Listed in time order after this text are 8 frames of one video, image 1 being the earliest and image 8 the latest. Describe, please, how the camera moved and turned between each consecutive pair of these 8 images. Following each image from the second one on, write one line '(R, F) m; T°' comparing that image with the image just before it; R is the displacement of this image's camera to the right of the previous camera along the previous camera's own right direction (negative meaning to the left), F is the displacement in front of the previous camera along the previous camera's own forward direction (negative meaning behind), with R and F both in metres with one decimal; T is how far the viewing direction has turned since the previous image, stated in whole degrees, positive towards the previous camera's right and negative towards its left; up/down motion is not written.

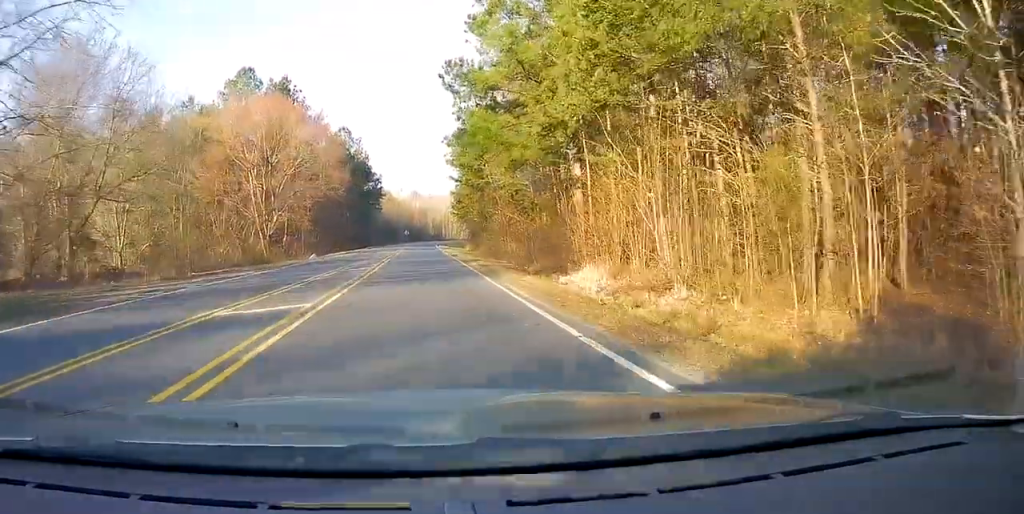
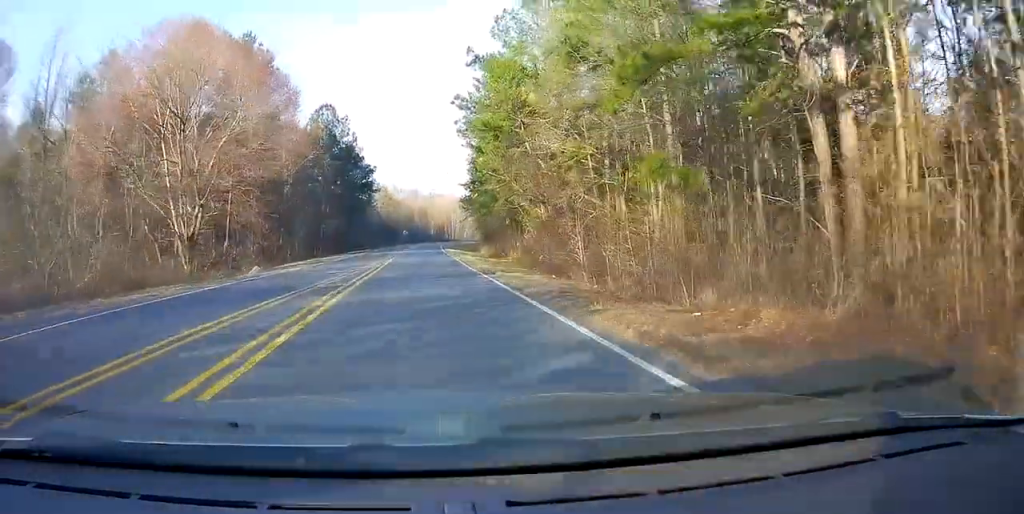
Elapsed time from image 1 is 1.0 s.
(-0.4, +18.6) m; 0°
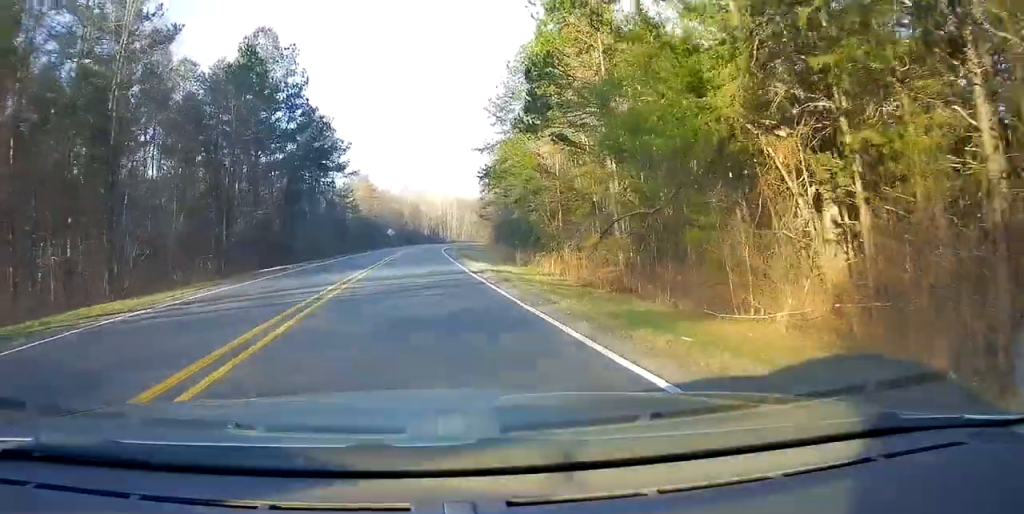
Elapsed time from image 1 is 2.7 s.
(+0.1, +30.5) m; 0°
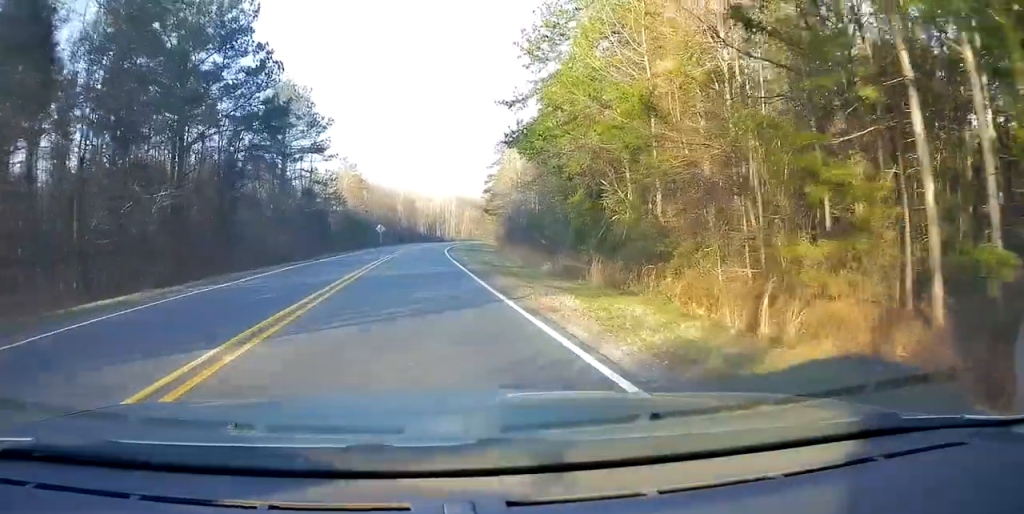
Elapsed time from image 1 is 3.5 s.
(+0.1, +15.9) m; +1°
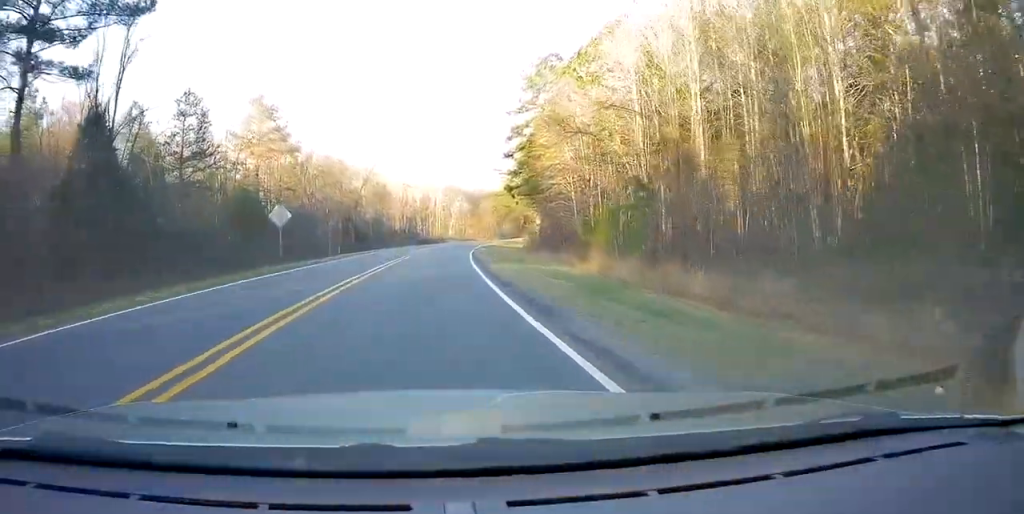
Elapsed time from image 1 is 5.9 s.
(+1.4, +50.0) m; +4°
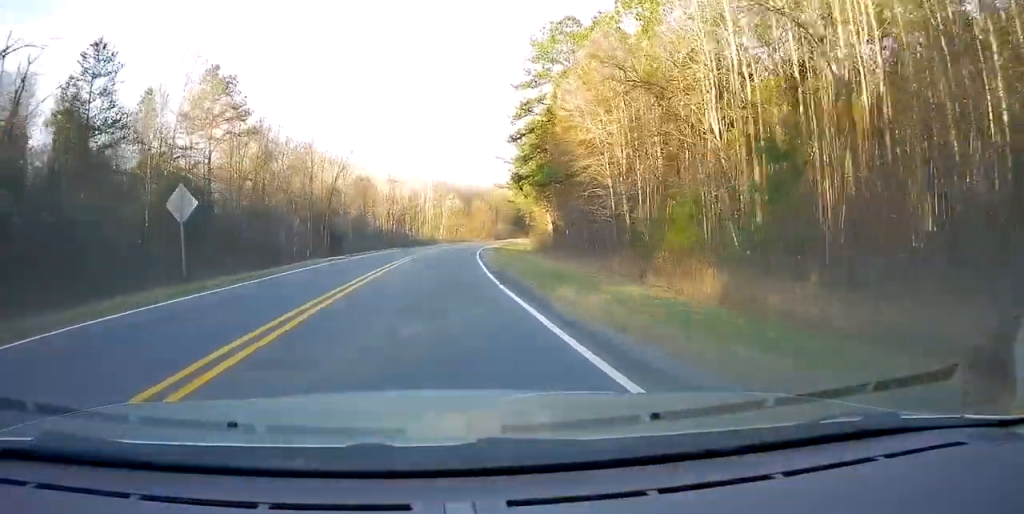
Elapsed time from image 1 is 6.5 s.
(+0.2, +12.1) m; +1°
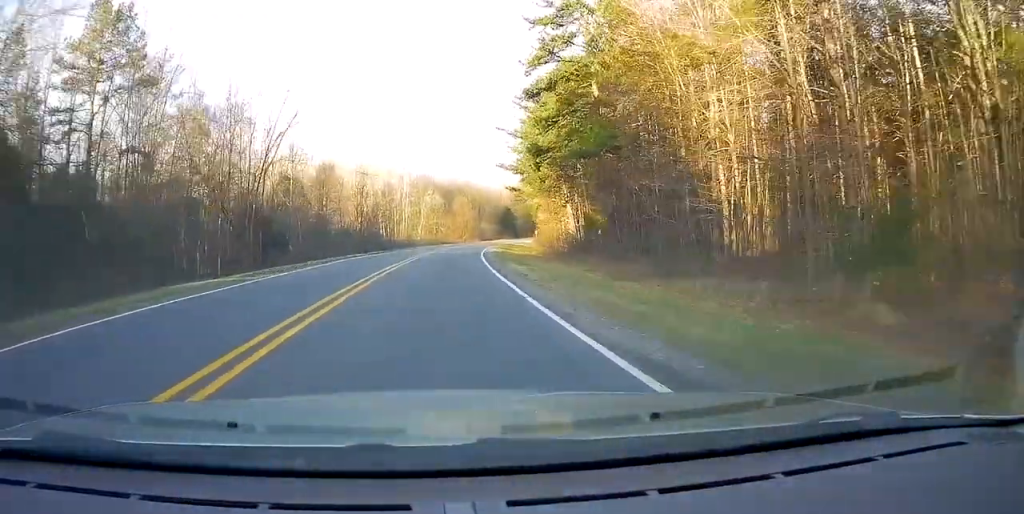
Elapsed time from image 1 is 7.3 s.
(+0.2, +17.7) m; +2°
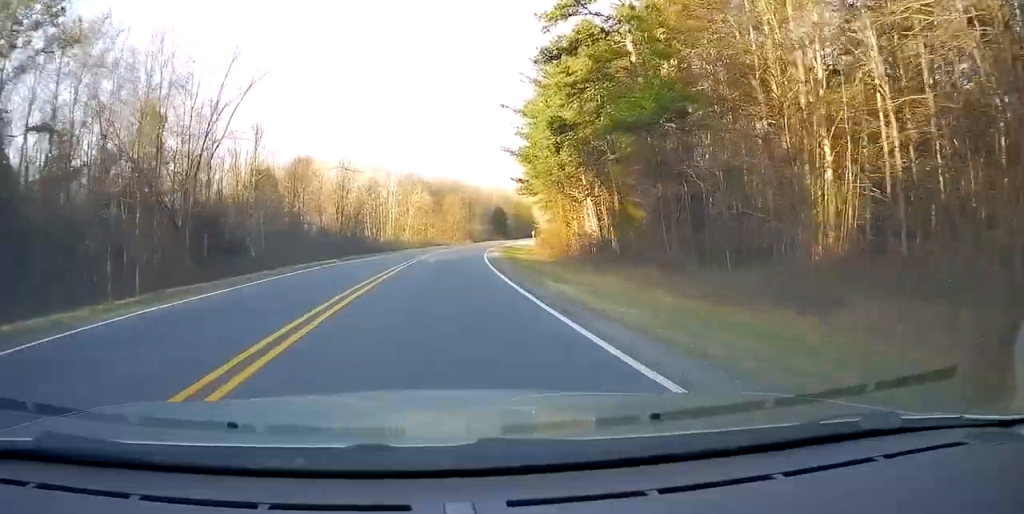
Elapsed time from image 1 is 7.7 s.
(-0.2, +8.8) m; +1°
